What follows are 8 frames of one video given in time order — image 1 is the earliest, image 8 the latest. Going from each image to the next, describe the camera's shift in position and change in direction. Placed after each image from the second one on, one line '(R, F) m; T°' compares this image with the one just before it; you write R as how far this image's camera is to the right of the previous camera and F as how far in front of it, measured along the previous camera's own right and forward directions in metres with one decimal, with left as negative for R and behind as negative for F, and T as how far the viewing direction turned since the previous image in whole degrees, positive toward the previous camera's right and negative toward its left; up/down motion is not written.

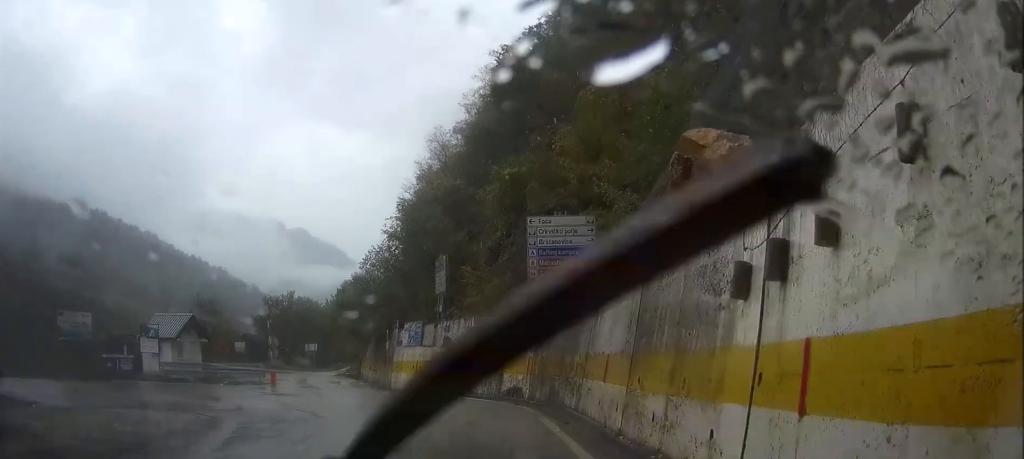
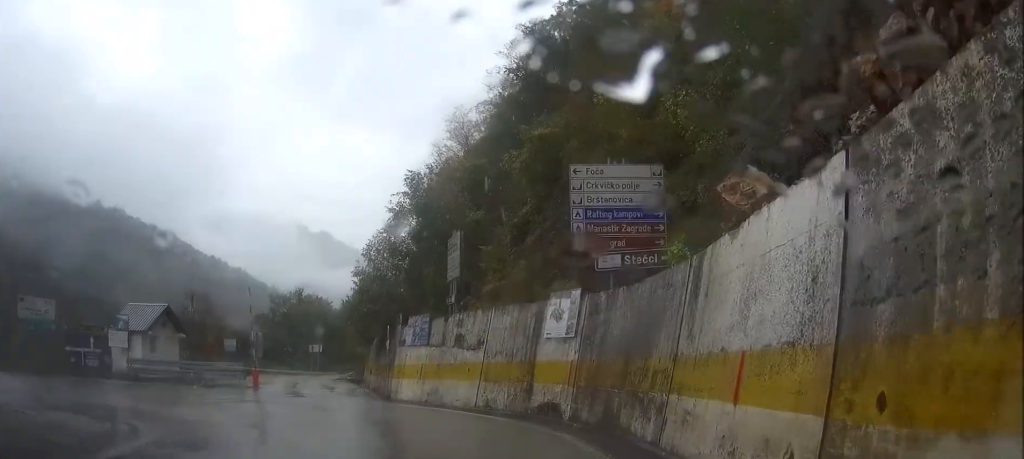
(-0.2, +6.2) m; -4°
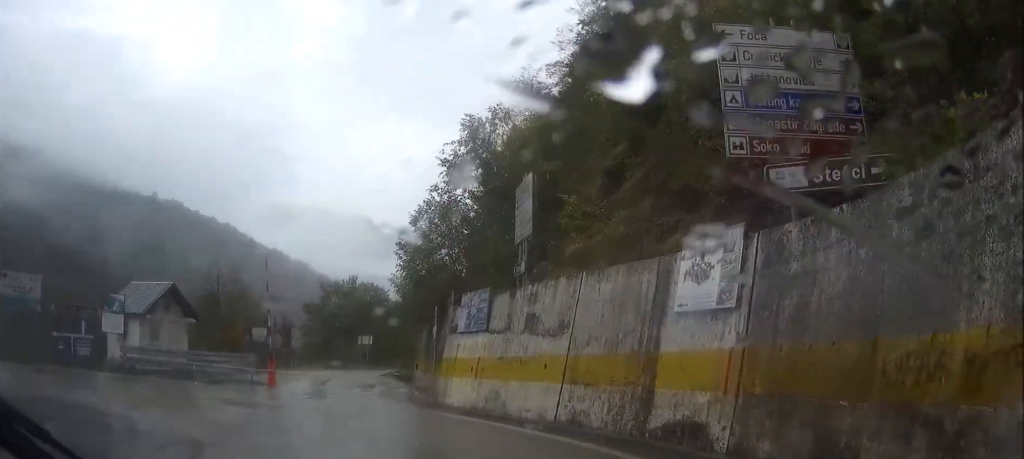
(-0.2, +6.4) m; -6°
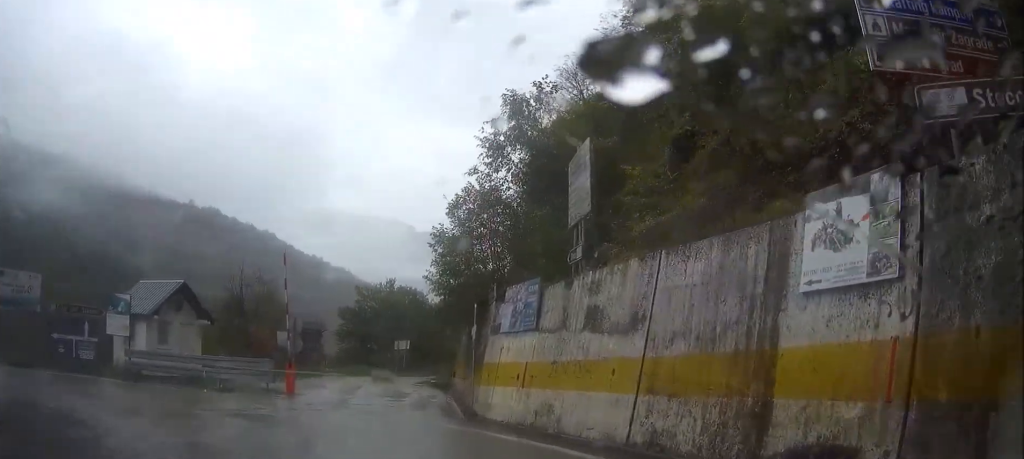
(0.0, +2.8) m; -5°
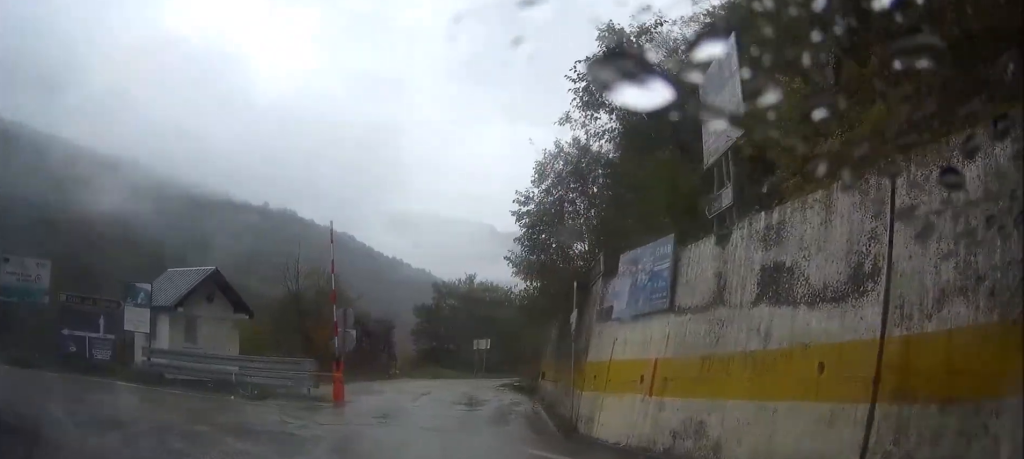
(-0.3, +4.3) m; -12°
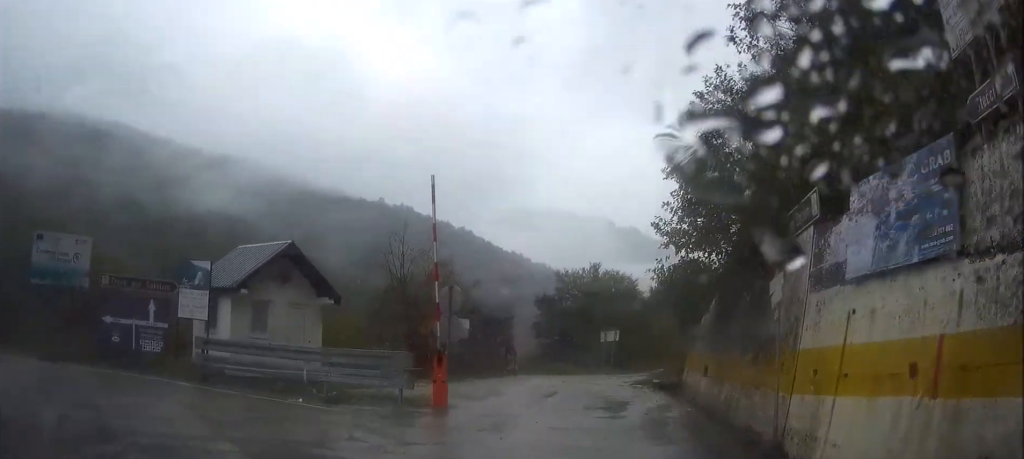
(-0.6, +4.0) m; -19°
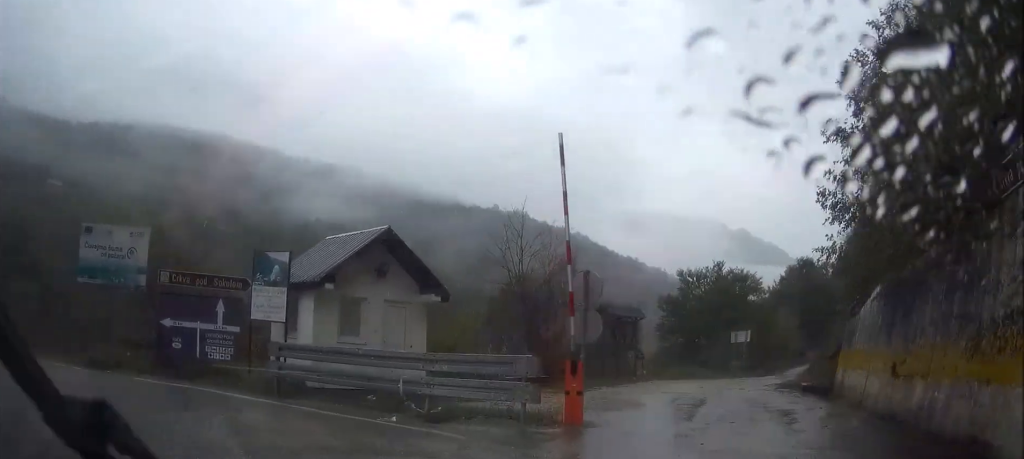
(-0.2, +3.1) m; -15°
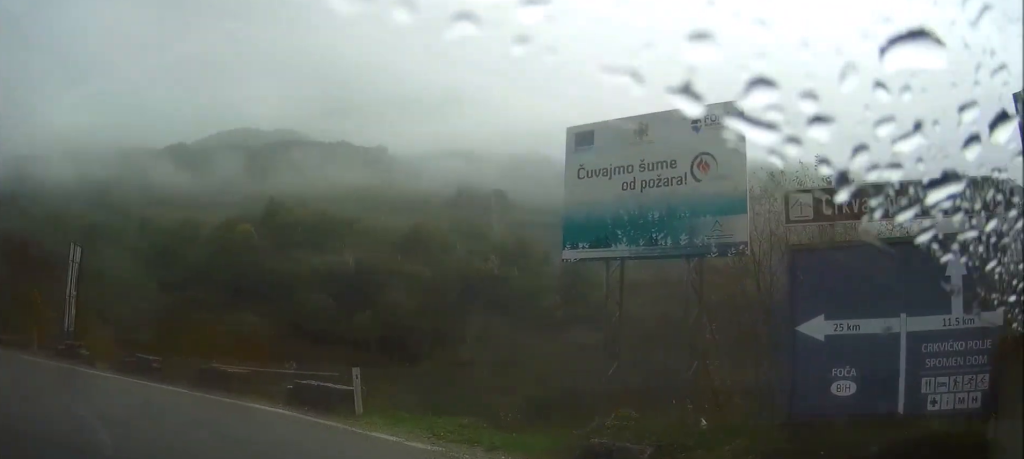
(-5.8, +11.9) m; -57°
